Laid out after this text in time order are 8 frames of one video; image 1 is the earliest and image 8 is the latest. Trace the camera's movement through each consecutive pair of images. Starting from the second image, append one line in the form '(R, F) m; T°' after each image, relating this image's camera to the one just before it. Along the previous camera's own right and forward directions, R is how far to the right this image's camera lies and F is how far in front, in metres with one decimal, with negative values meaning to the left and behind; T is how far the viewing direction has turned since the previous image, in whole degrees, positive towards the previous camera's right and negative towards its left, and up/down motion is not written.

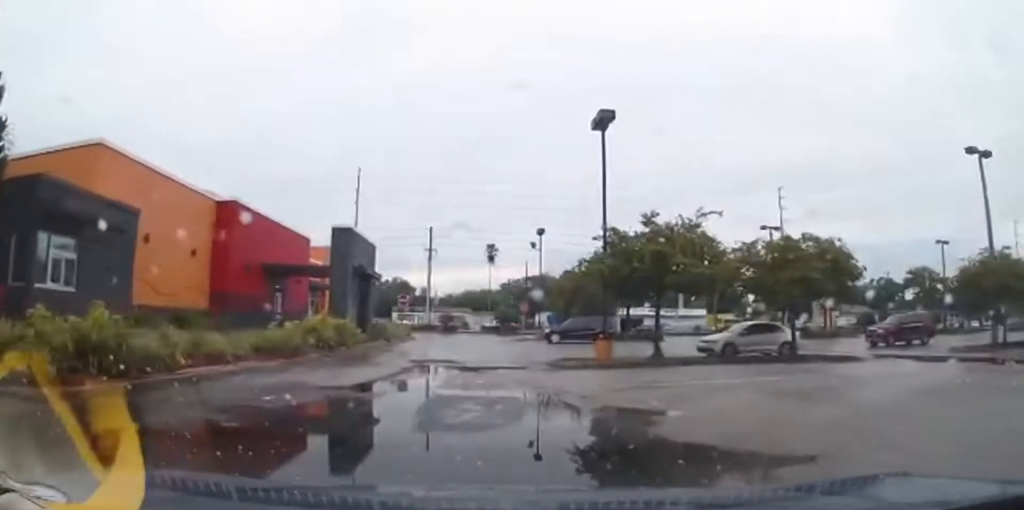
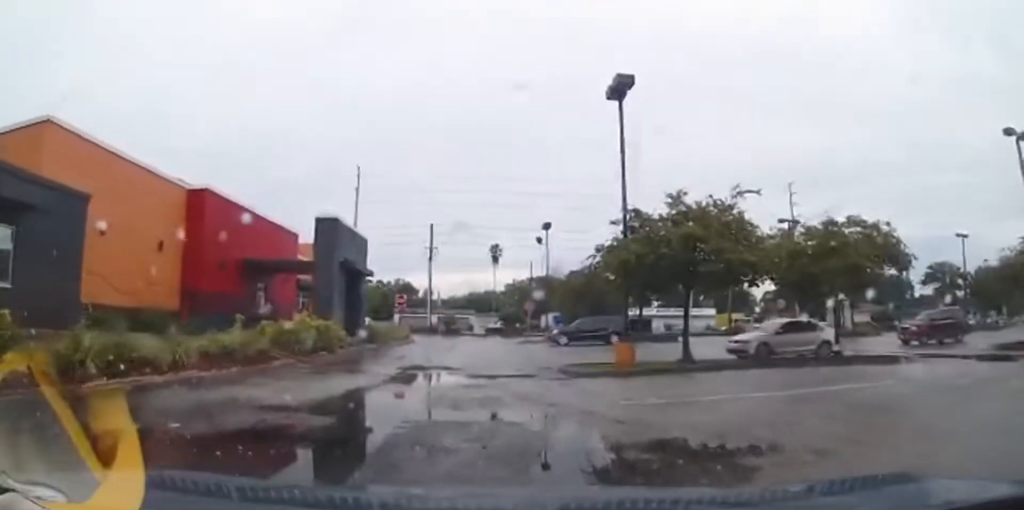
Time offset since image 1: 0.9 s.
(0.0, +4.4) m; 0°
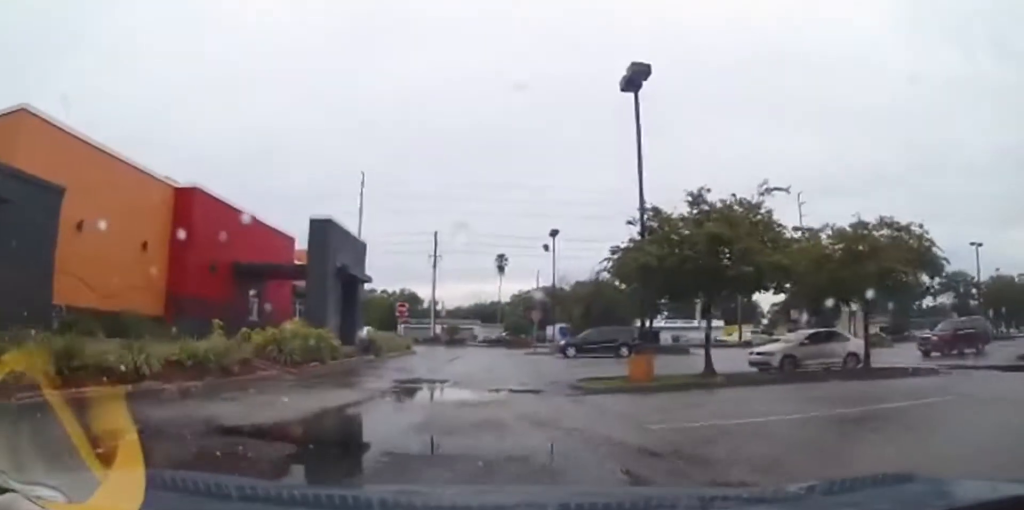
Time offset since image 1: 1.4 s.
(0.0, +2.3) m; 0°
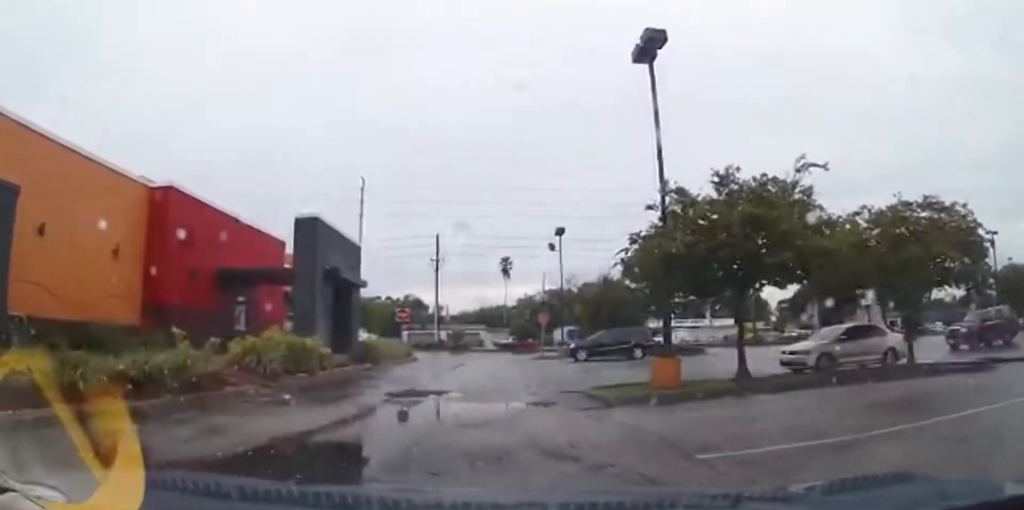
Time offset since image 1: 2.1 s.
(0.0, +3.1) m; +1°
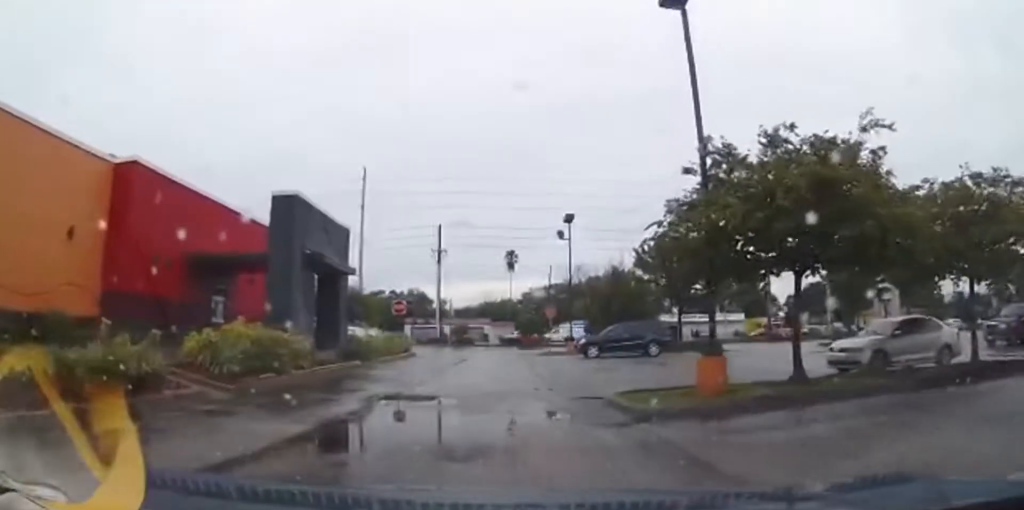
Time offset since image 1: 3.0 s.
(+0.1, +3.6) m; +3°
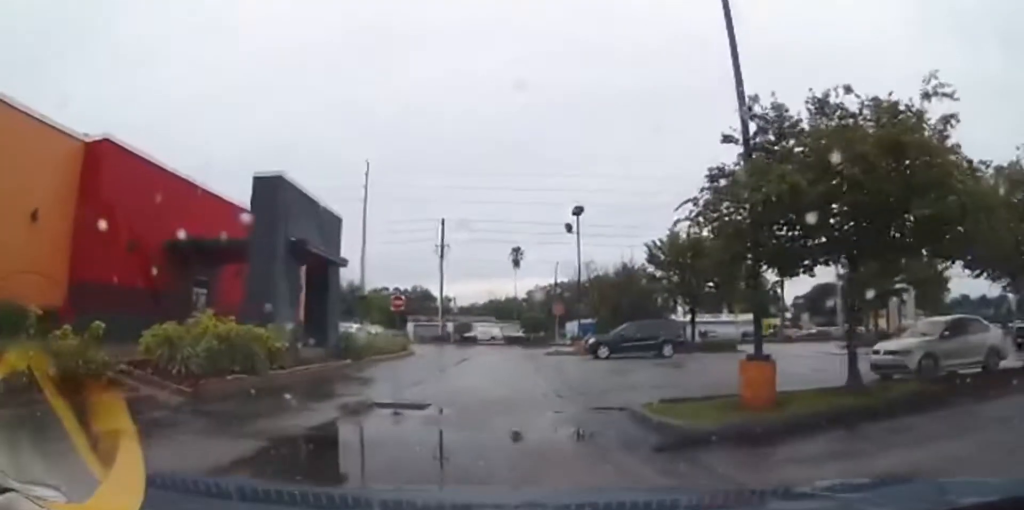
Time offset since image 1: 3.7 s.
(+0.2, +2.6) m; -2°
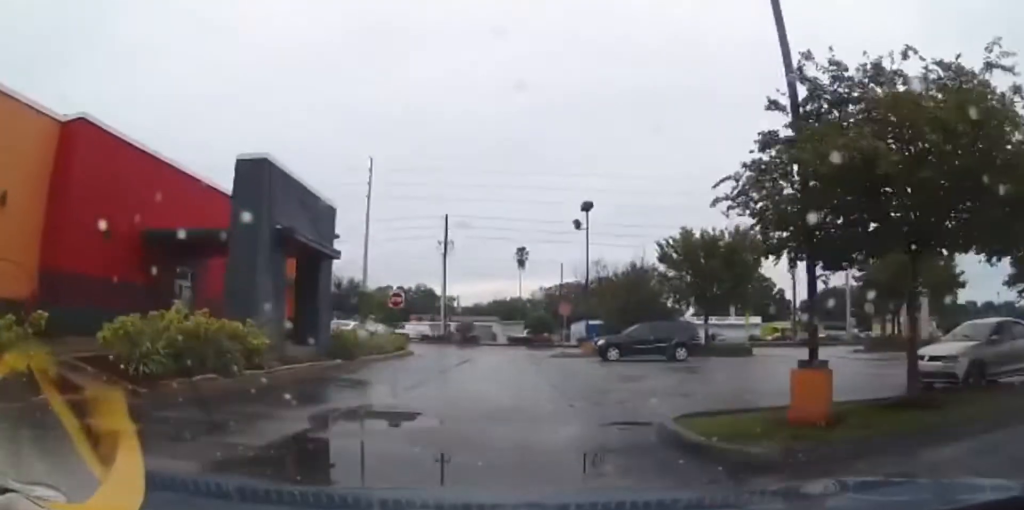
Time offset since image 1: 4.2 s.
(-0.1, +1.8) m; -2°
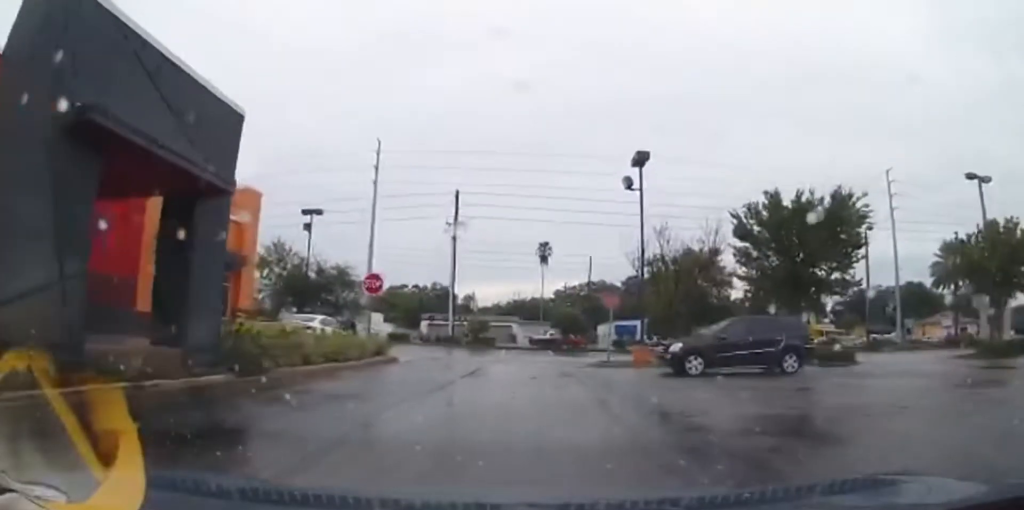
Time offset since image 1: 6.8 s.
(+0.3, +8.5) m; +7°
